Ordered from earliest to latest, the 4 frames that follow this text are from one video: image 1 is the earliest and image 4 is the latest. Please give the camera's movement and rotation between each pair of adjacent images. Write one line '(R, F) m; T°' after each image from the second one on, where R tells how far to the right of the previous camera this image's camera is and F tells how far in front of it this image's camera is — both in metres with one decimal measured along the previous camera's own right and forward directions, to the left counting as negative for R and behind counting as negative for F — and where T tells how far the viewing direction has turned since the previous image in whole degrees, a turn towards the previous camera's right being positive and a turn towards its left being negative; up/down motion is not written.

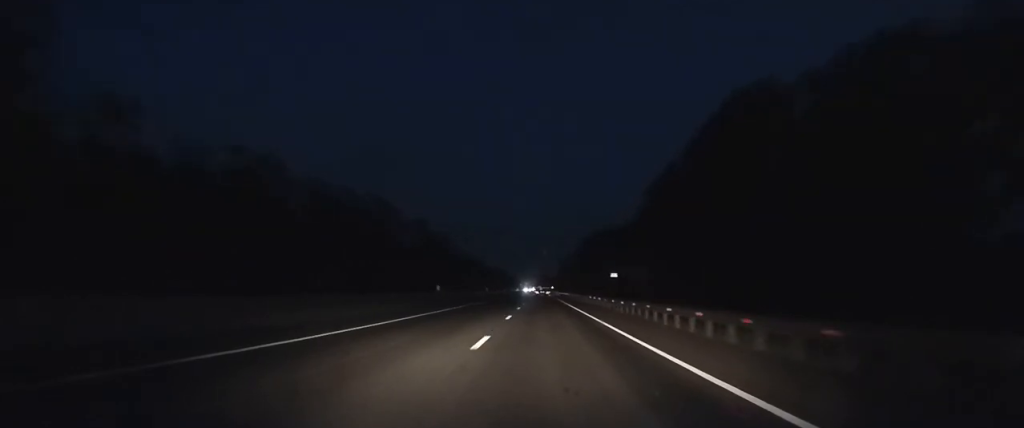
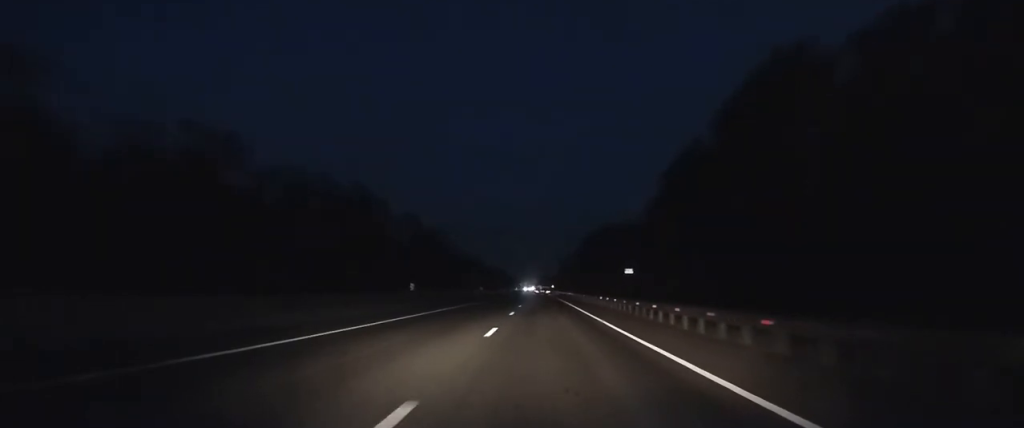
(0.0, +8.1) m; 0°
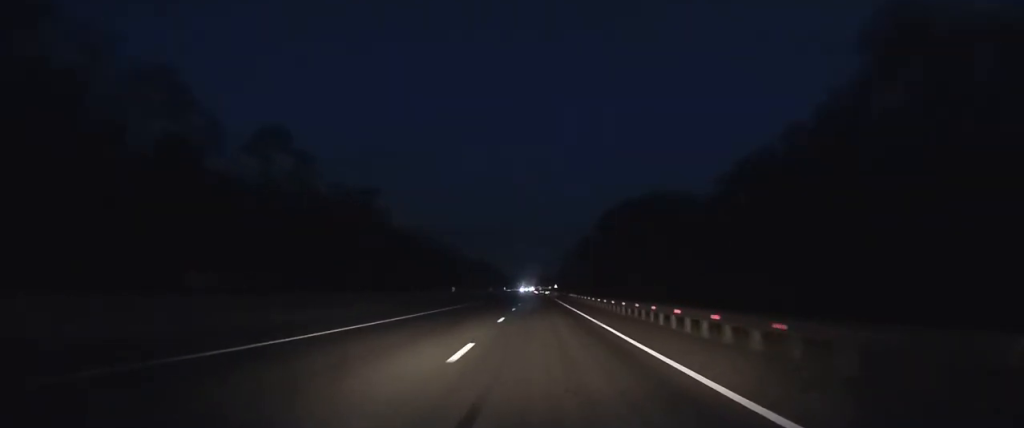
(+0.3, +65.0) m; 0°
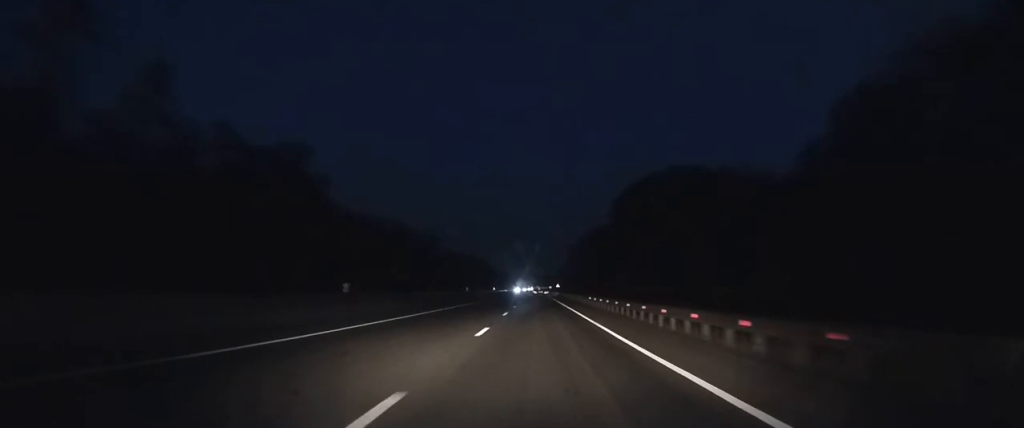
(-0.1, +30.6) m; 0°
